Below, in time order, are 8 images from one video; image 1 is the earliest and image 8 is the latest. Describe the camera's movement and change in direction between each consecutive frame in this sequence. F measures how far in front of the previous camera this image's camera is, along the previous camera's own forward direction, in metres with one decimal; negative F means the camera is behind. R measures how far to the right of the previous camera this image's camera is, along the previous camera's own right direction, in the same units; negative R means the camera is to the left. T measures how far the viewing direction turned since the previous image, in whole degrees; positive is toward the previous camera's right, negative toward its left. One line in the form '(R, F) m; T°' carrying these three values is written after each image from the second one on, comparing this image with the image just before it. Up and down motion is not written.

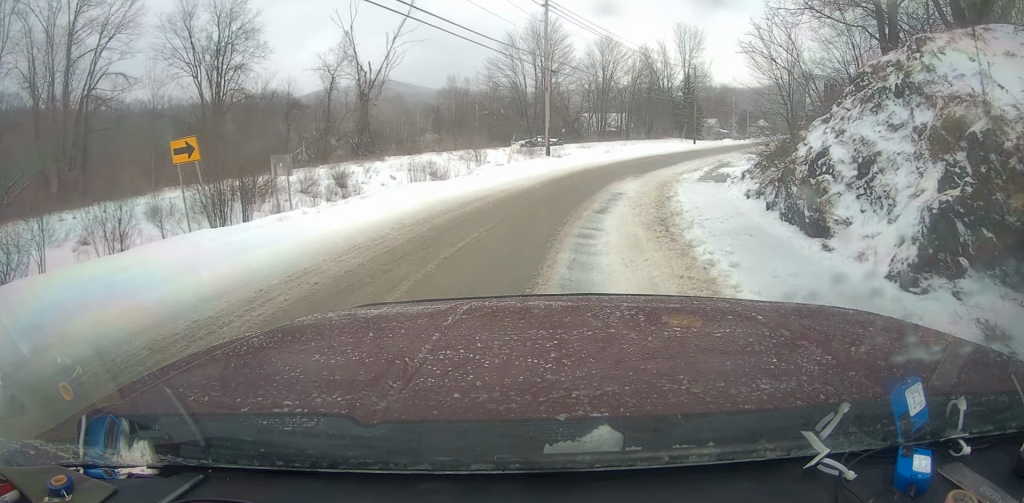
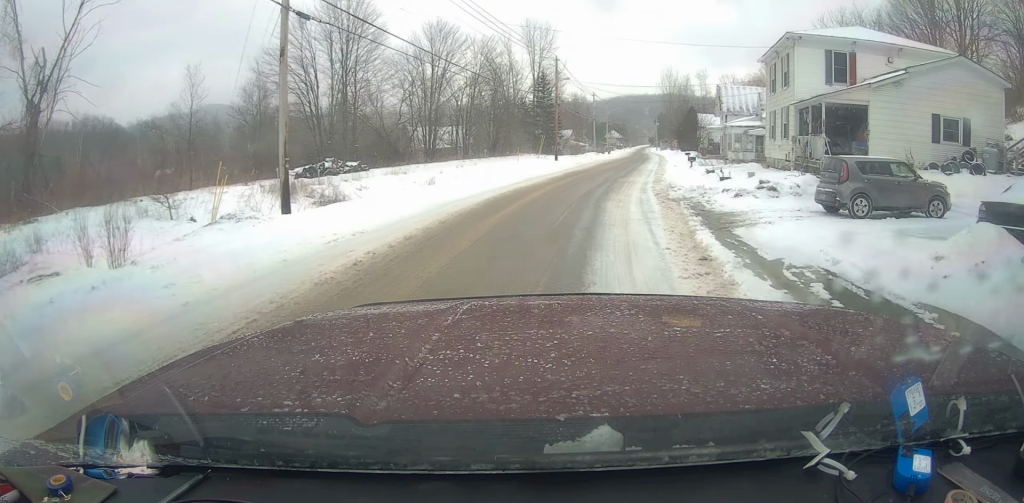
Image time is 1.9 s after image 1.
(+2.8, +22.1) m; +14°
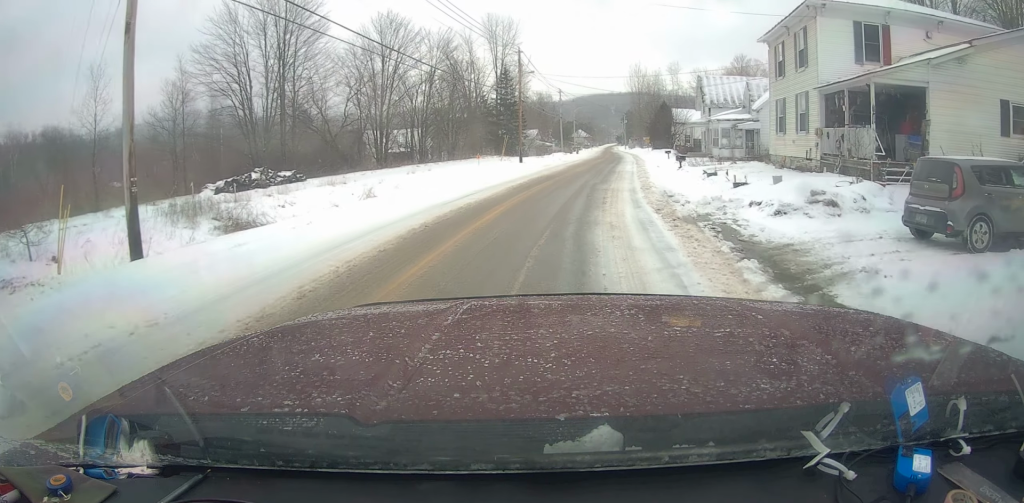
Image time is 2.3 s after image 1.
(+0.2, +5.7) m; +3°
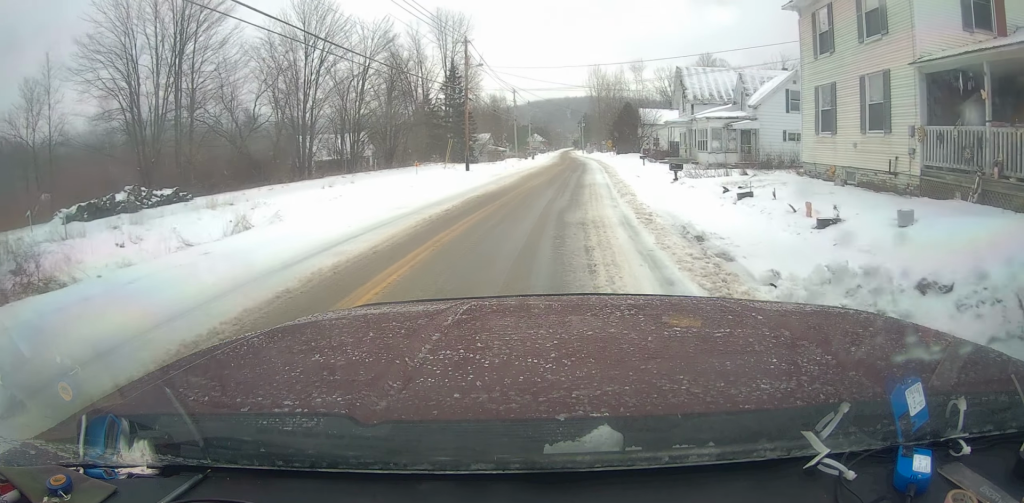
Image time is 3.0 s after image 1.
(+0.5, +8.3) m; +4°
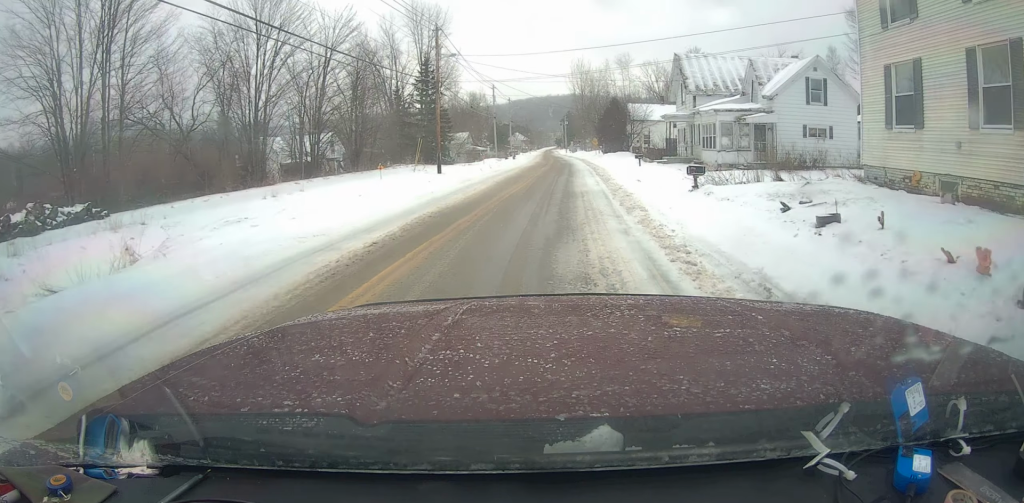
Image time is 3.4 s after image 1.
(+0.1, +5.3) m; +1°
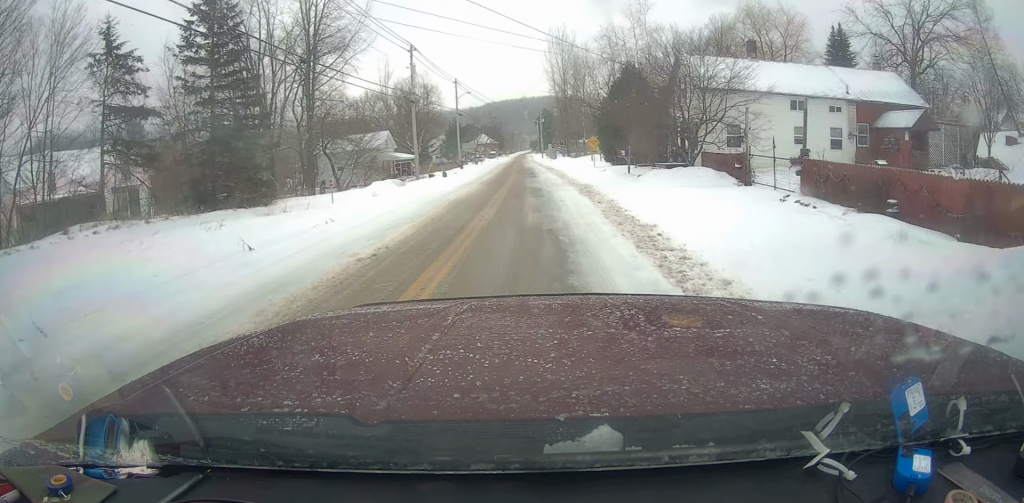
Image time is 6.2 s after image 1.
(+1.6, +37.6) m; +2°
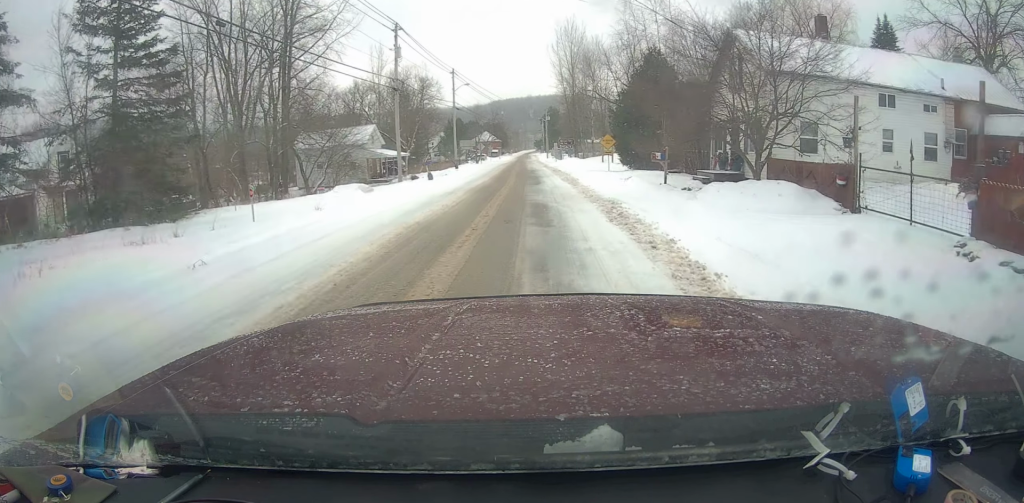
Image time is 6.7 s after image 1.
(-0.1, +7.4) m; 0°
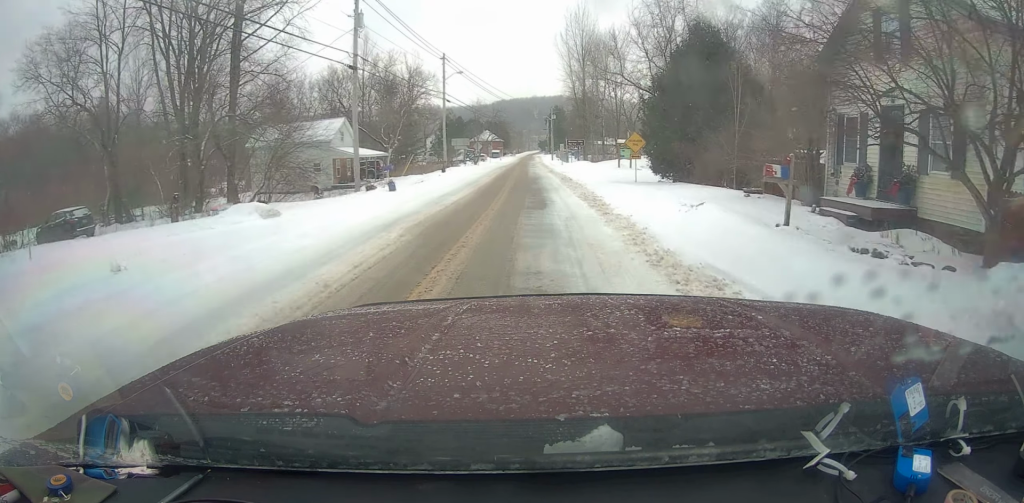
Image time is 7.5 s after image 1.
(0.0, +10.4) m; -1°
